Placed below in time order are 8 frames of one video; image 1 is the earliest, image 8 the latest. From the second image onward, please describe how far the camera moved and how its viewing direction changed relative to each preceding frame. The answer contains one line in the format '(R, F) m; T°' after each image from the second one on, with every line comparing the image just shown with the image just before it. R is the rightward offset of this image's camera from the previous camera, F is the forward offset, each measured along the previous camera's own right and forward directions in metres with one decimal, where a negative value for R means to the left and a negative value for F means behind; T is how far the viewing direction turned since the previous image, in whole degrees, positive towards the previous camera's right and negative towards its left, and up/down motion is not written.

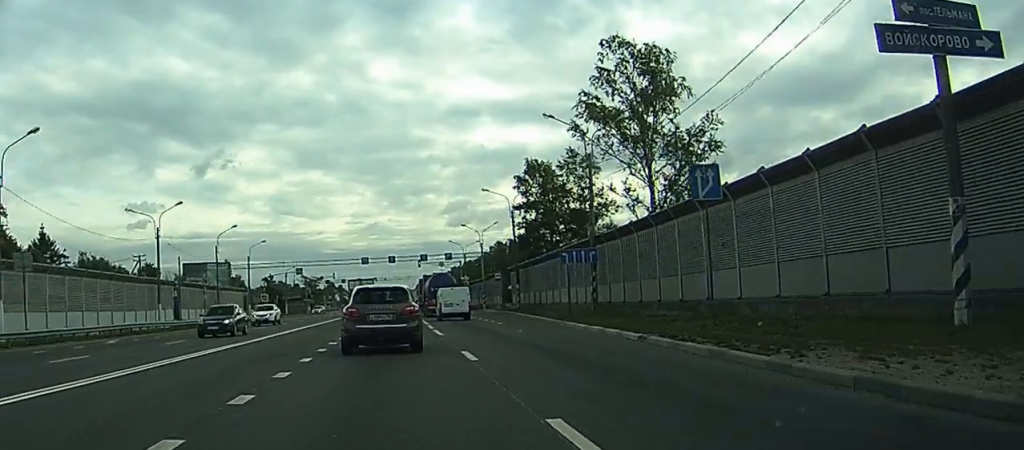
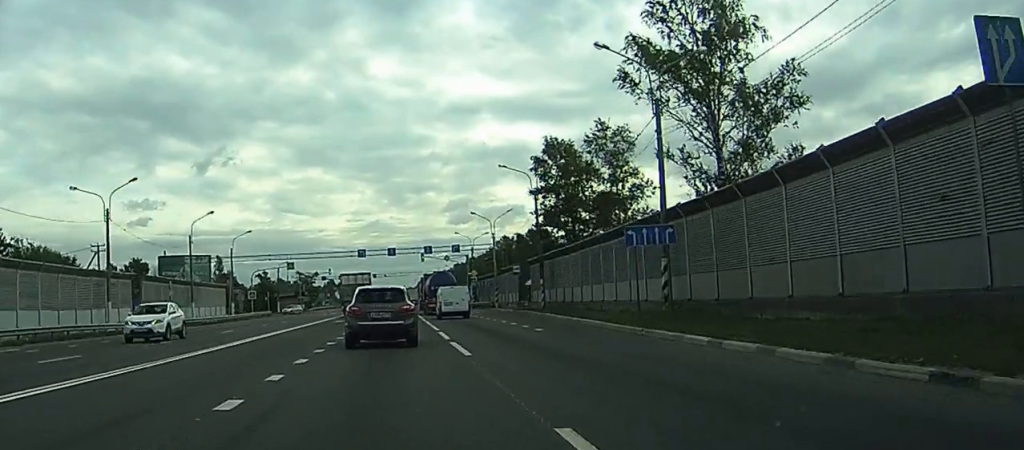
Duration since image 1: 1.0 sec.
(0.0, +12.5) m; 0°
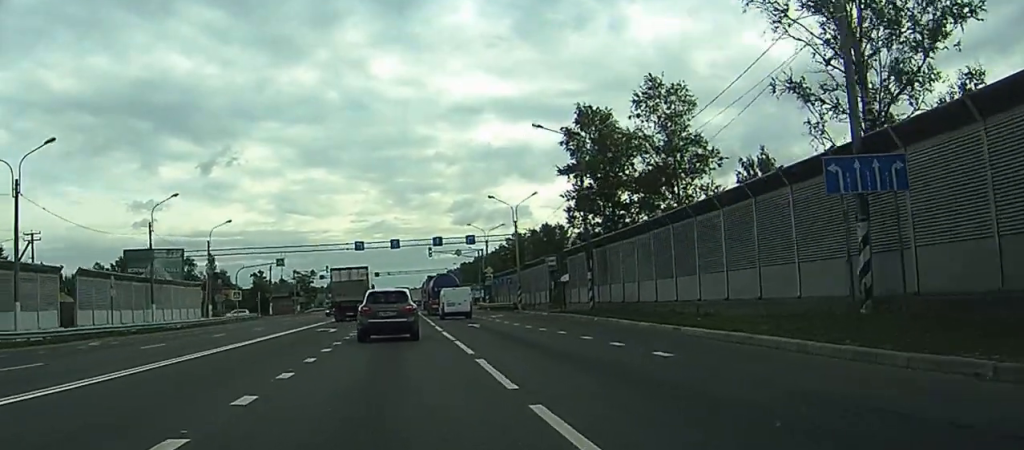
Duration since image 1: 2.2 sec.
(0.0, +14.9) m; 0°
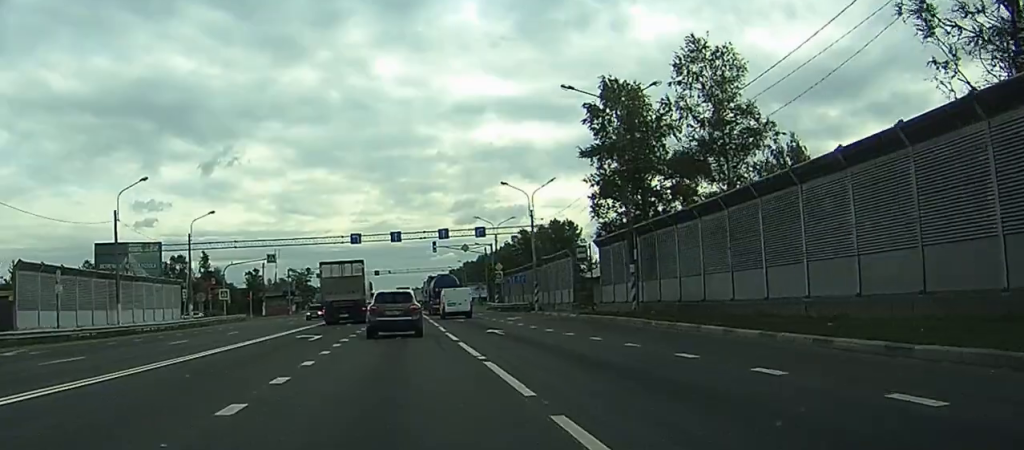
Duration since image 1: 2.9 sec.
(0.0, +8.8) m; 0°
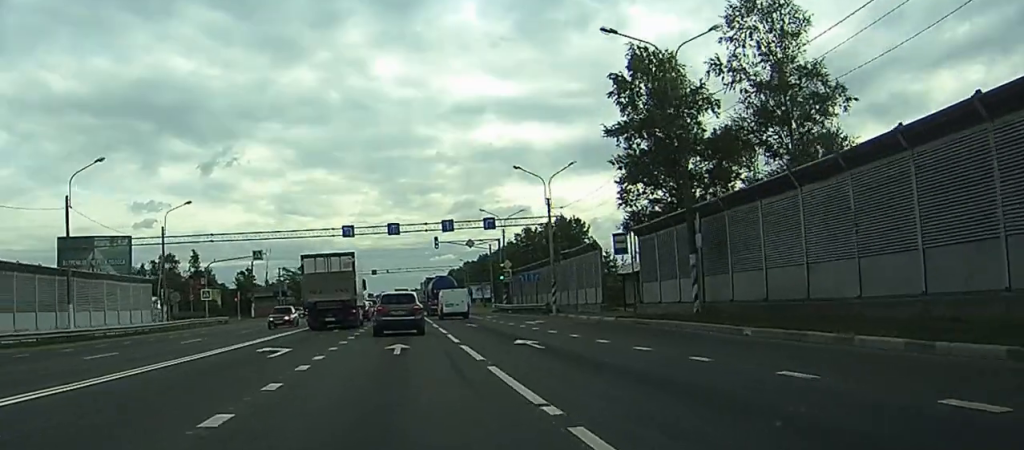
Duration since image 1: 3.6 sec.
(0.0, +8.6) m; 0°
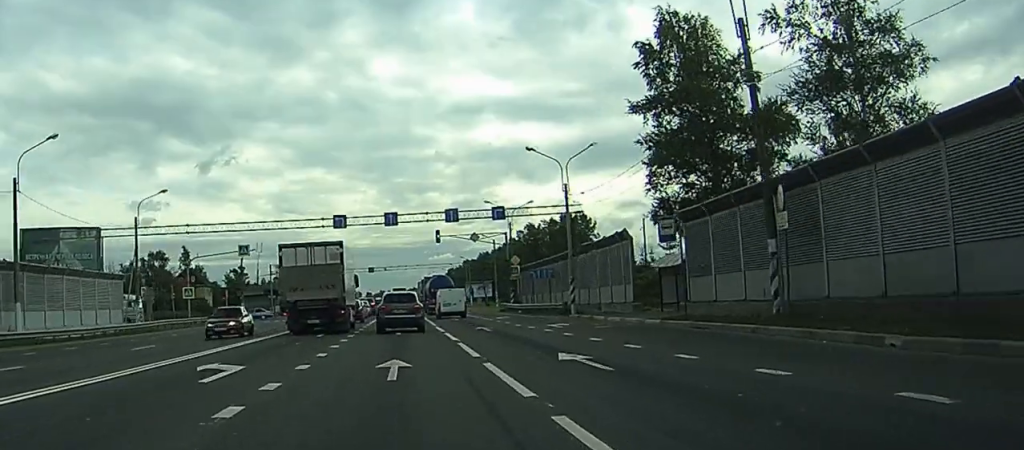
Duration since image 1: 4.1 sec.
(0.0, +7.0) m; 0°
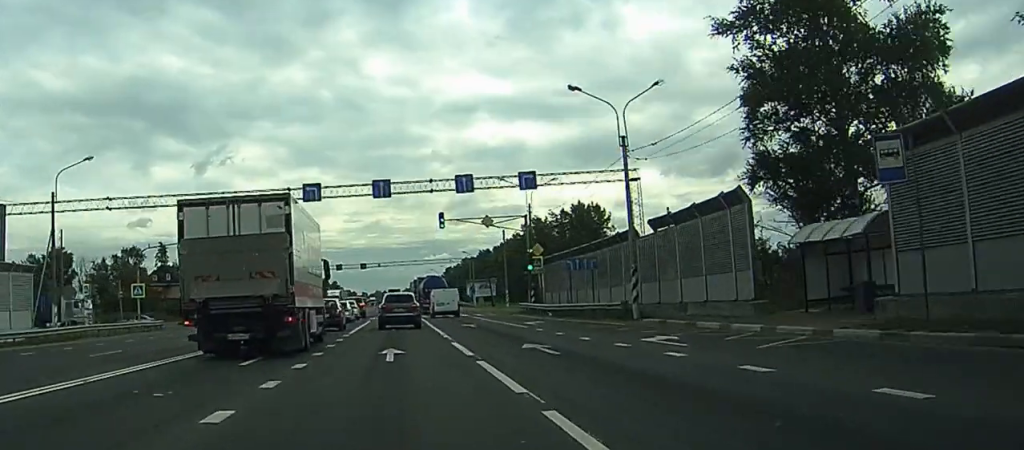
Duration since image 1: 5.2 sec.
(0.0, +15.3) m; 0°
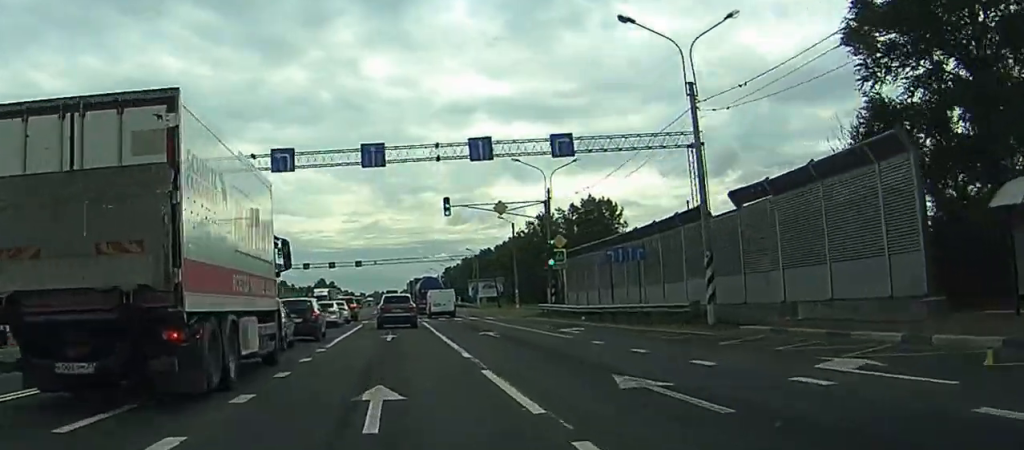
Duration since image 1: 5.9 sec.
(0.0, +9.7) m; 0°
